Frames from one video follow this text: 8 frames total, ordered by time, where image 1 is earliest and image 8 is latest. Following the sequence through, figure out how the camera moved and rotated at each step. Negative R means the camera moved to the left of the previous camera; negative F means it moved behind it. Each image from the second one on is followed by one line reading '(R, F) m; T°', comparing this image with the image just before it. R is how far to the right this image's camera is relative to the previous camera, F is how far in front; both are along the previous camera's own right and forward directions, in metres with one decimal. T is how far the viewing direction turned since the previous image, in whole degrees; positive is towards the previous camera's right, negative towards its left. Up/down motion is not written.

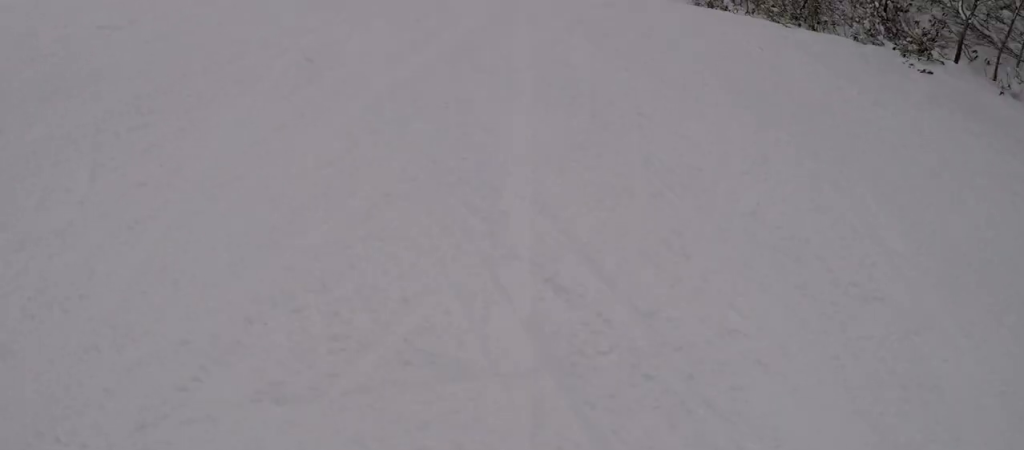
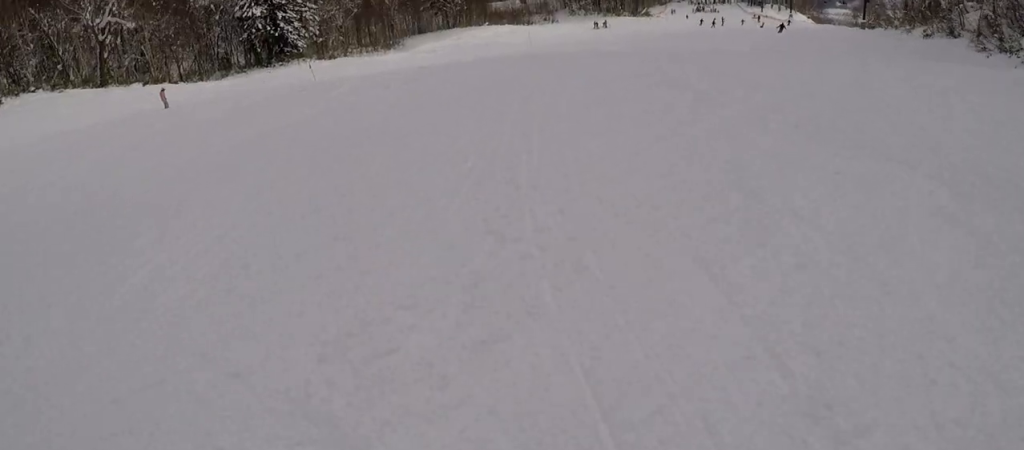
(-1.8, +9.9) m; 0°
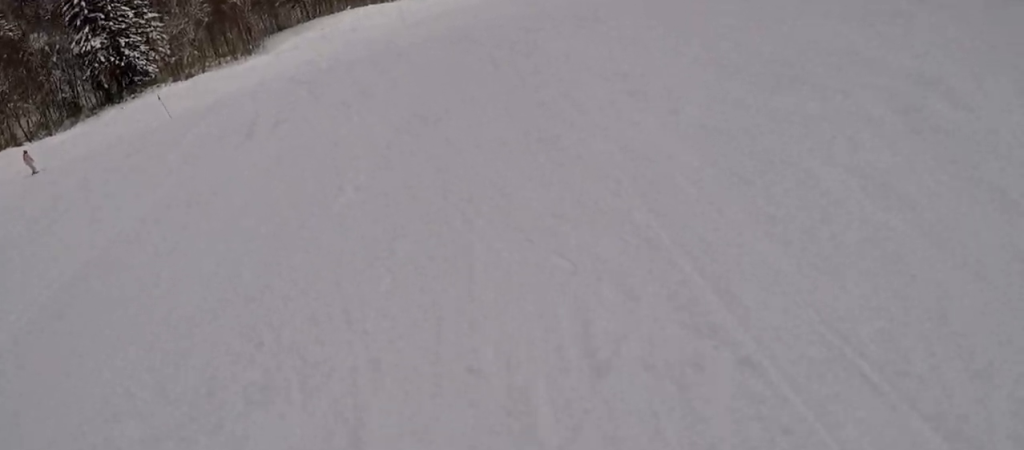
(+0.5, +5.0) m; +16°
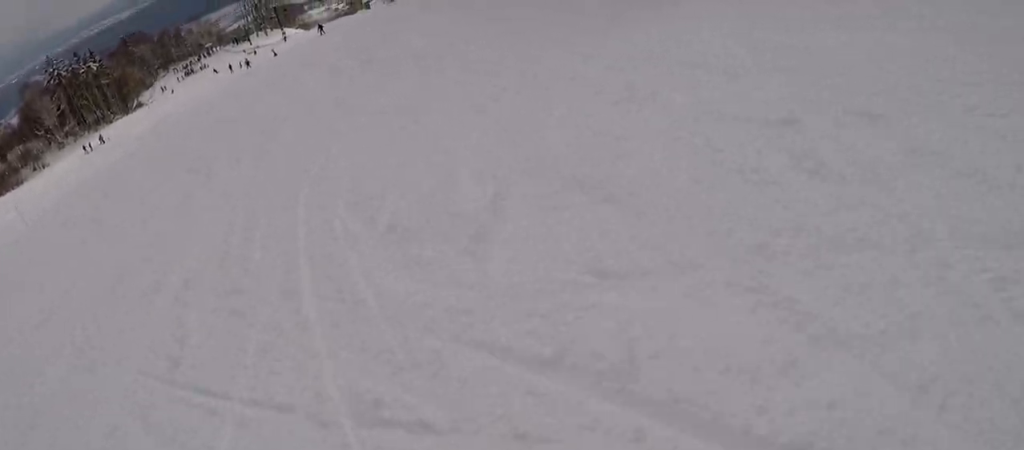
(+3.6, +10.0) m; +32°
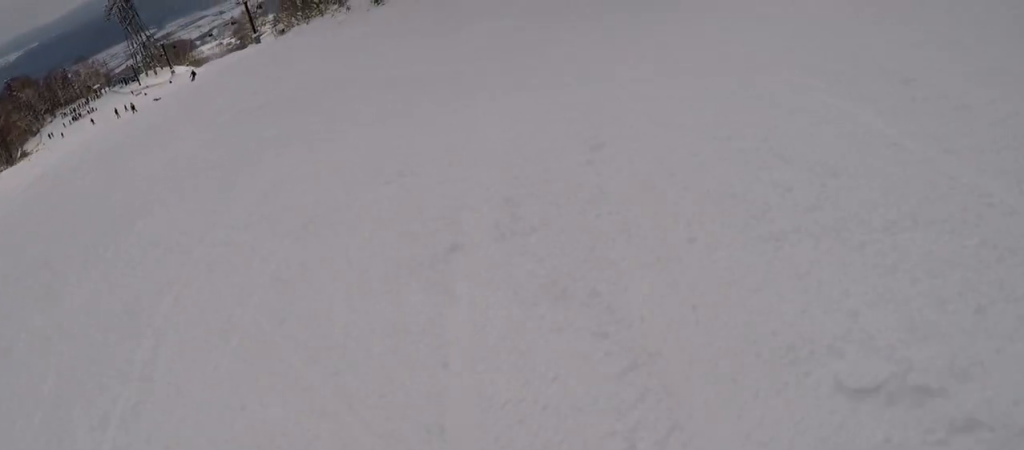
(+0.8, +4.2) m; +4°
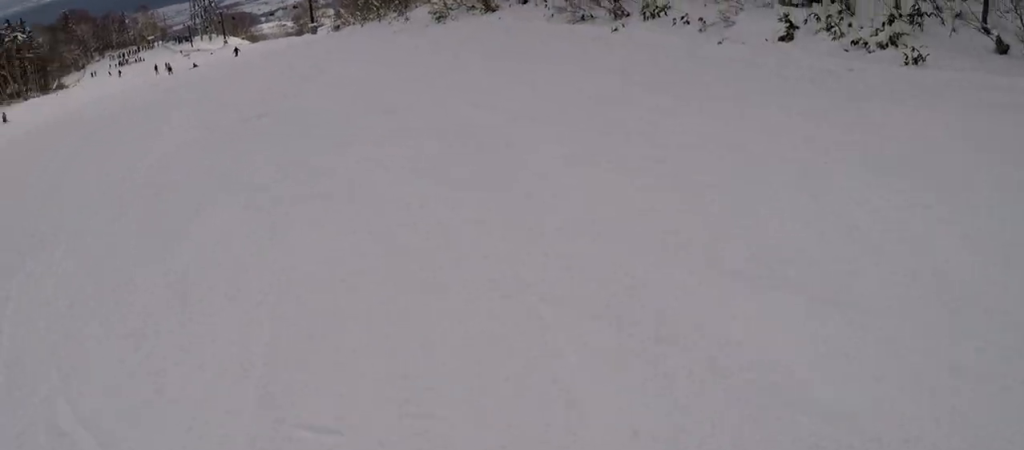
(-0.2, +5.4) m; -12°
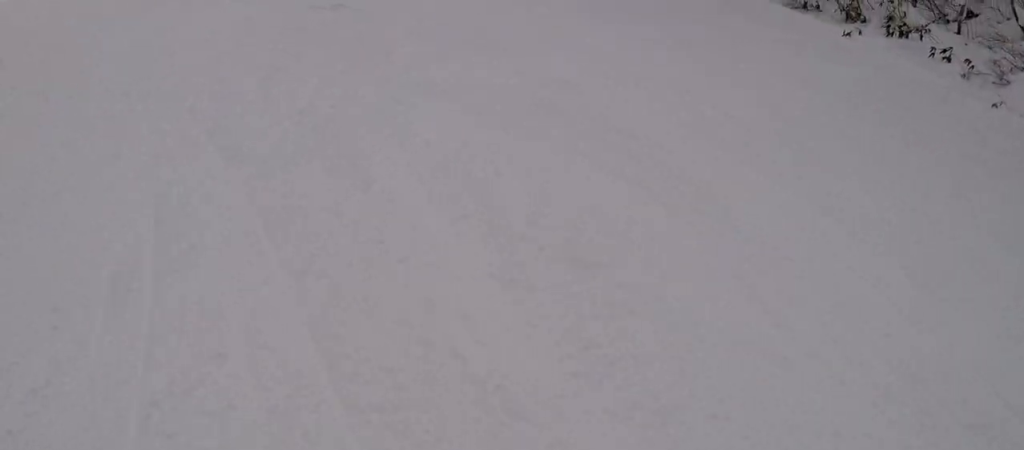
(-0.4, +5.2) m; -17°
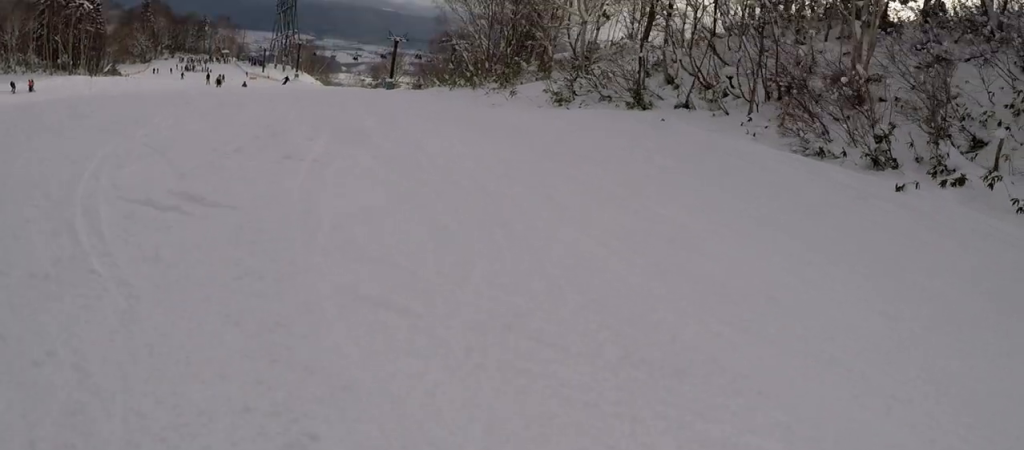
(-1.8, +6.3) m; -16°
